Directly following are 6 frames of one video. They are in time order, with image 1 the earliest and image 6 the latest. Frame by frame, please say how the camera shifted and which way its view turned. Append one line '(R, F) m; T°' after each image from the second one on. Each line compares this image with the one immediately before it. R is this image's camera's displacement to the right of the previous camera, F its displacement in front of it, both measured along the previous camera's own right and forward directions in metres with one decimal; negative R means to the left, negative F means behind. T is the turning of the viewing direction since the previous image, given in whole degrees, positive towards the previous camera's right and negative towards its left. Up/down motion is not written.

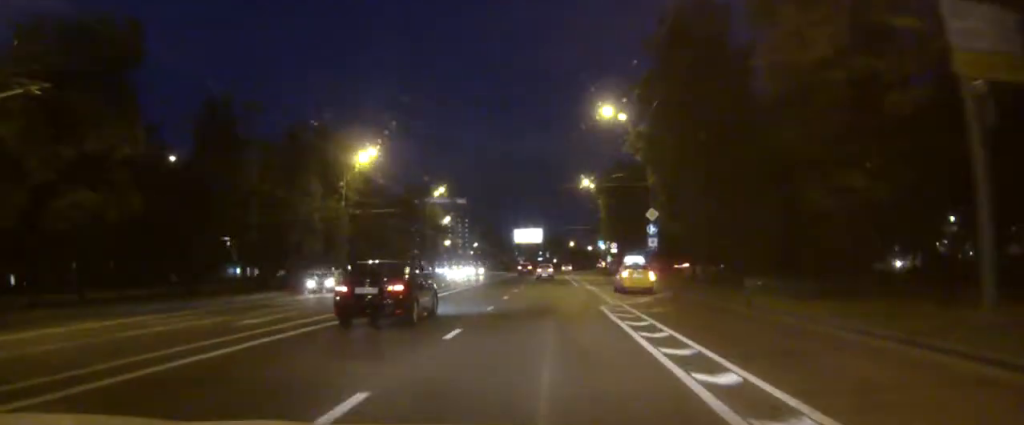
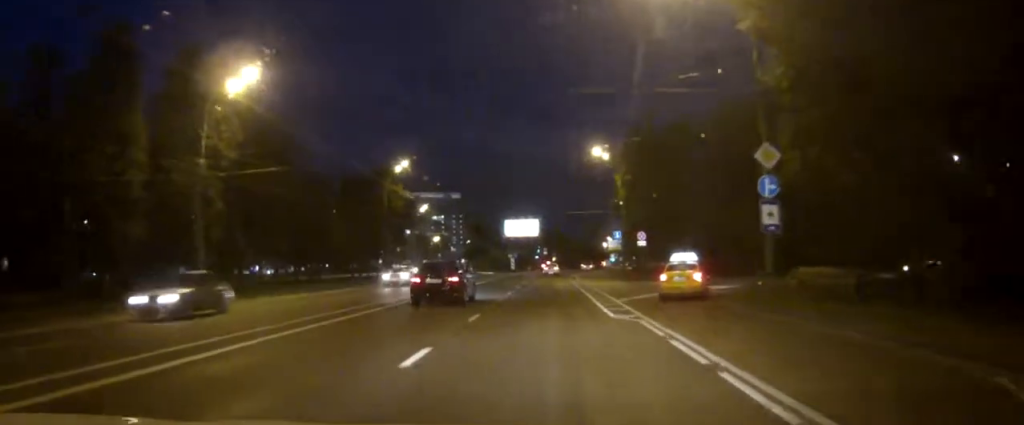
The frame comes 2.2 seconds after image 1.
(+0.3, +27.8) m; +1°
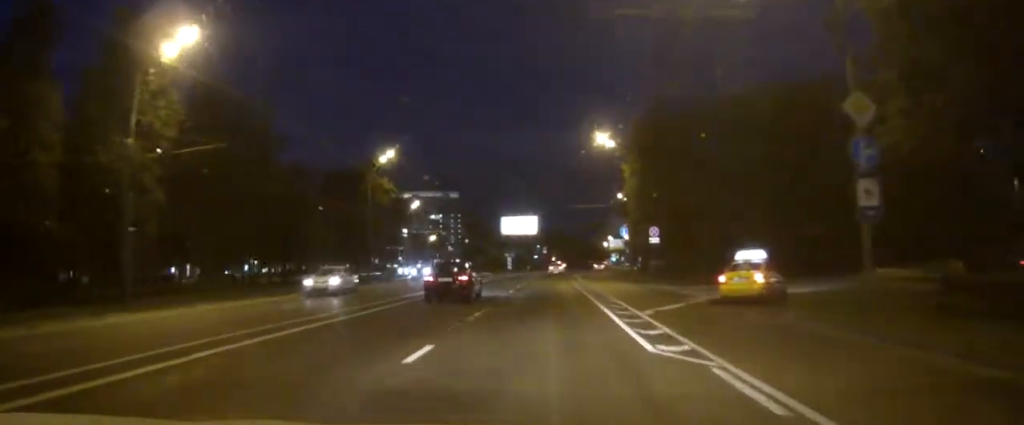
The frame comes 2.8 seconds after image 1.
(0.0, +7.6) m; 0°
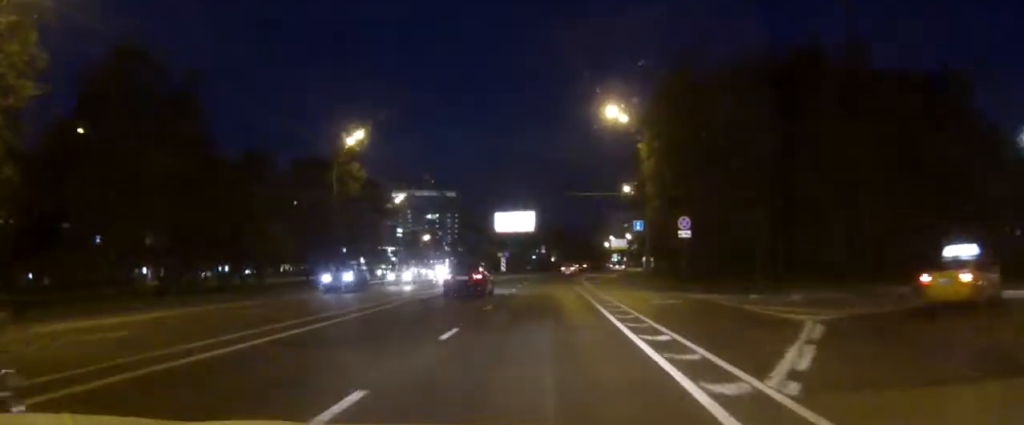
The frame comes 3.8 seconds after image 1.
(0.0, +12.4) m; 0°
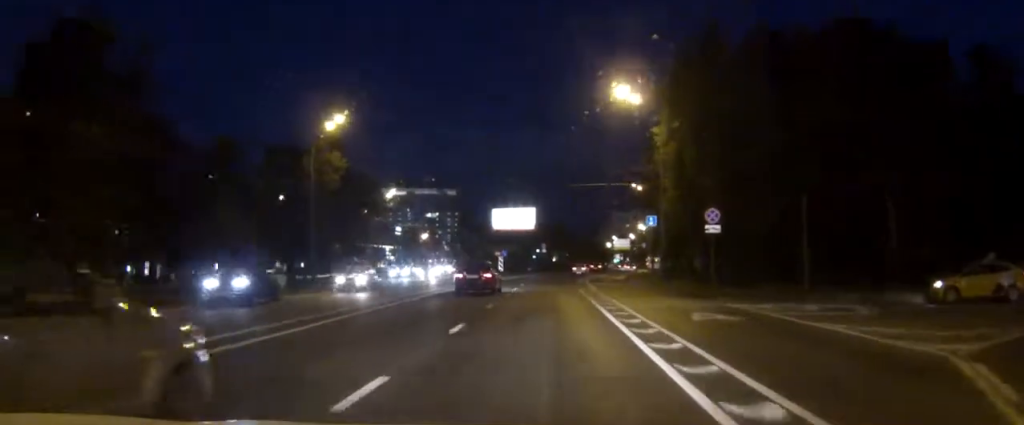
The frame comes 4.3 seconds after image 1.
(0.0, +6.9) m; 0°
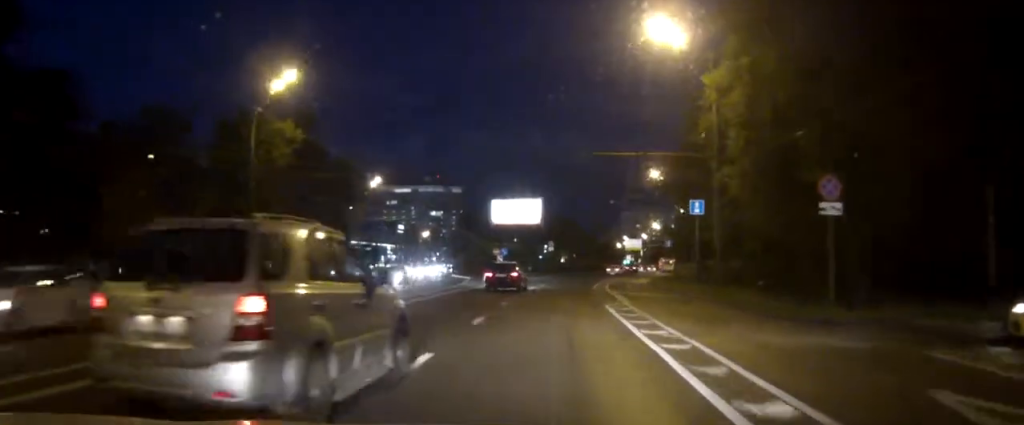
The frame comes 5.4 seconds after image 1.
(0.0, +14.0) m; 0°
